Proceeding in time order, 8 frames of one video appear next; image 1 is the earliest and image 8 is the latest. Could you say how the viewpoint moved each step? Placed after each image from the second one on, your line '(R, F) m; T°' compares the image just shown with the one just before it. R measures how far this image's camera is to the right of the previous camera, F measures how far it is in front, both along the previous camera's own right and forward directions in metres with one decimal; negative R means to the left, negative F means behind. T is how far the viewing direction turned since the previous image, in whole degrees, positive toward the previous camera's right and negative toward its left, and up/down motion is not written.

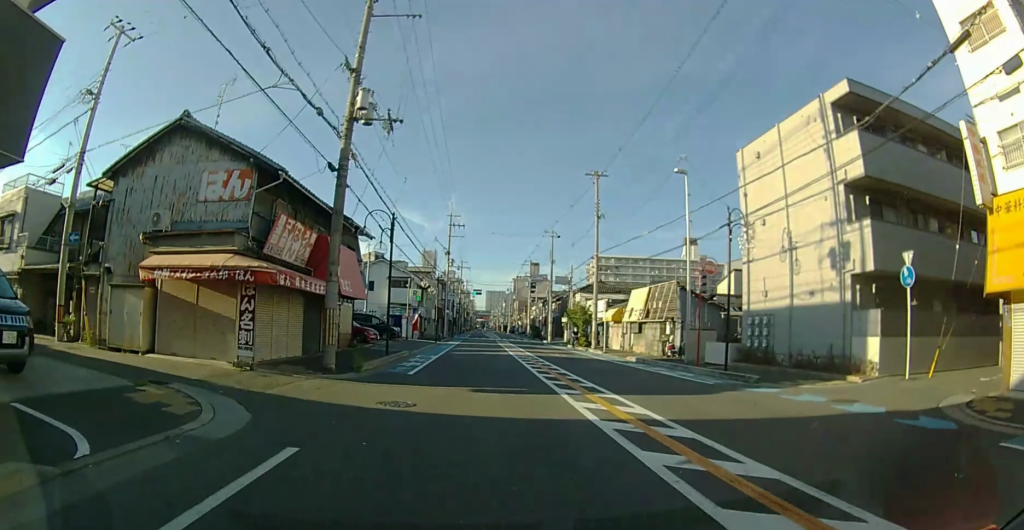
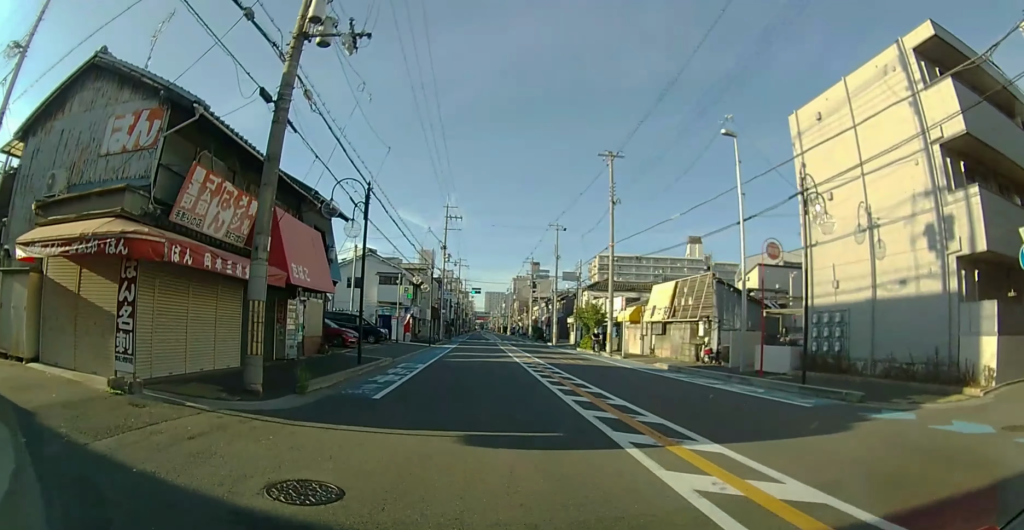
(0.0, +5.0) m; +1°
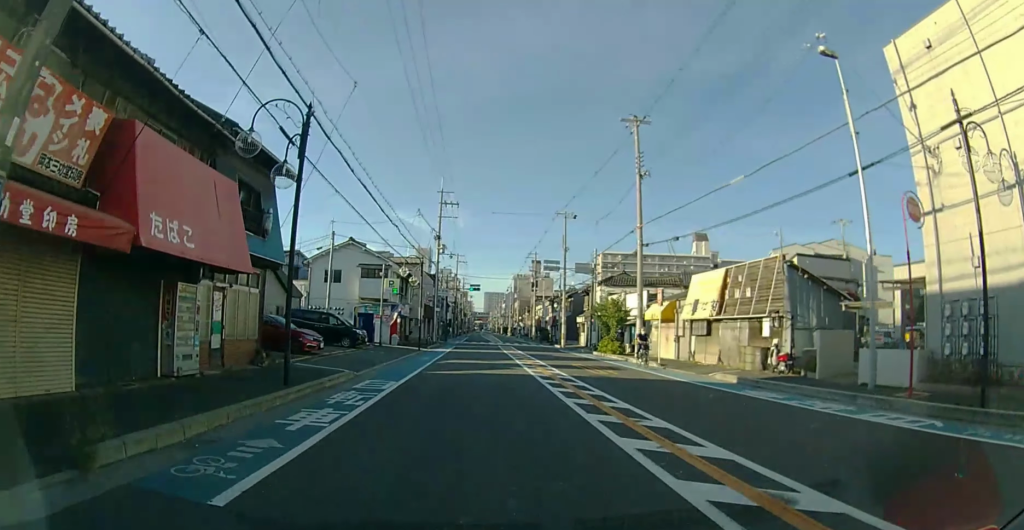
(+0.1, +6.4) m; 0°
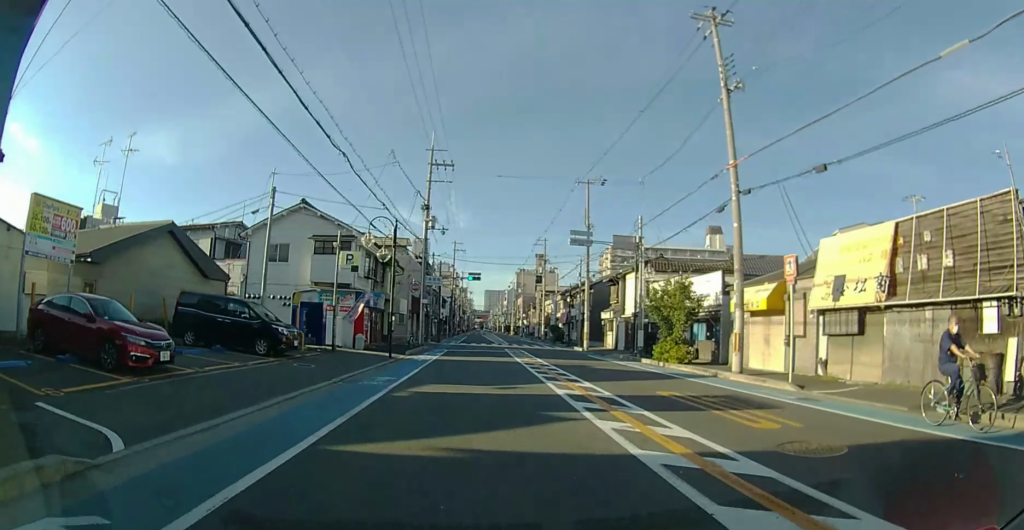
(-0.1, +11.4) m; -1°
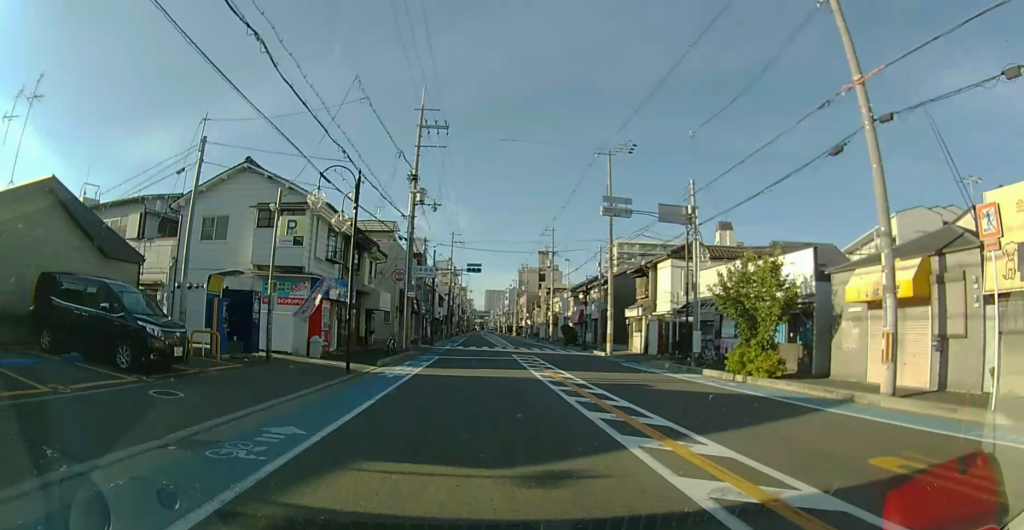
(-0.1, +7.5) m; 0°
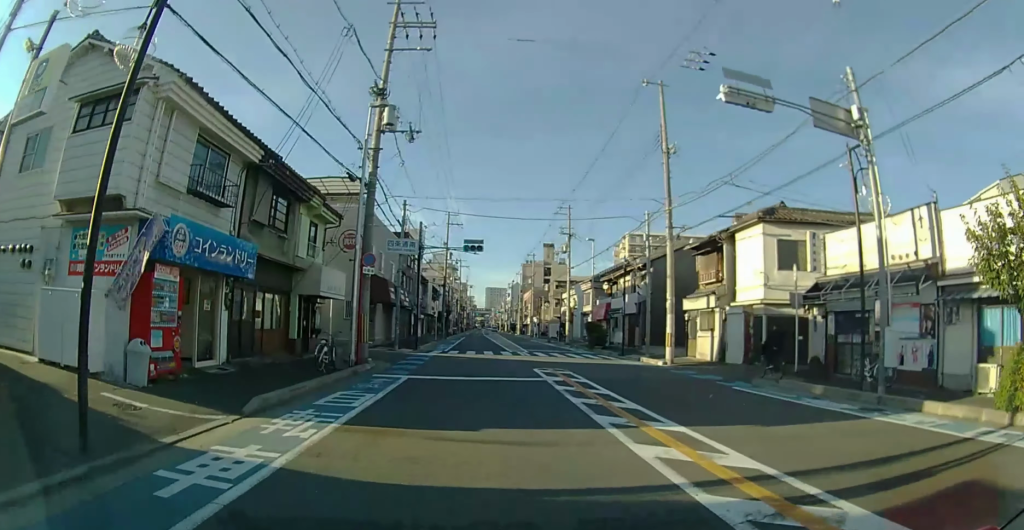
(0.0, +11.0) m; 0°
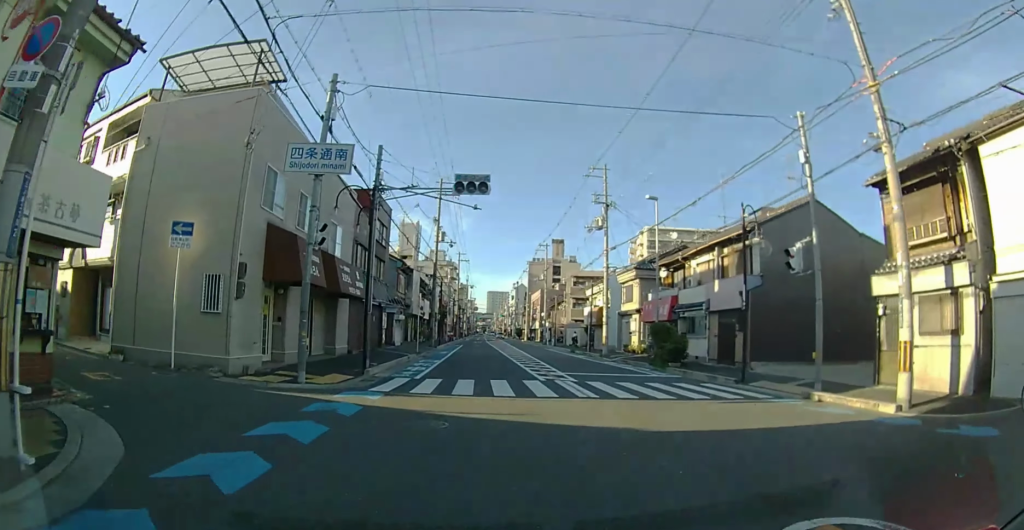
(+0.1, +14.7) m; +1°
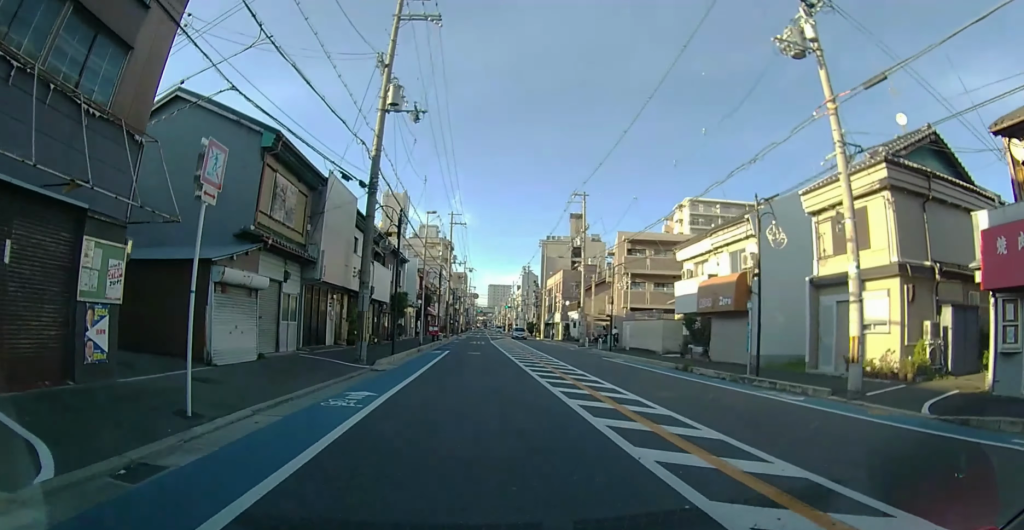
(+0.9, +25.4) m; +1°
